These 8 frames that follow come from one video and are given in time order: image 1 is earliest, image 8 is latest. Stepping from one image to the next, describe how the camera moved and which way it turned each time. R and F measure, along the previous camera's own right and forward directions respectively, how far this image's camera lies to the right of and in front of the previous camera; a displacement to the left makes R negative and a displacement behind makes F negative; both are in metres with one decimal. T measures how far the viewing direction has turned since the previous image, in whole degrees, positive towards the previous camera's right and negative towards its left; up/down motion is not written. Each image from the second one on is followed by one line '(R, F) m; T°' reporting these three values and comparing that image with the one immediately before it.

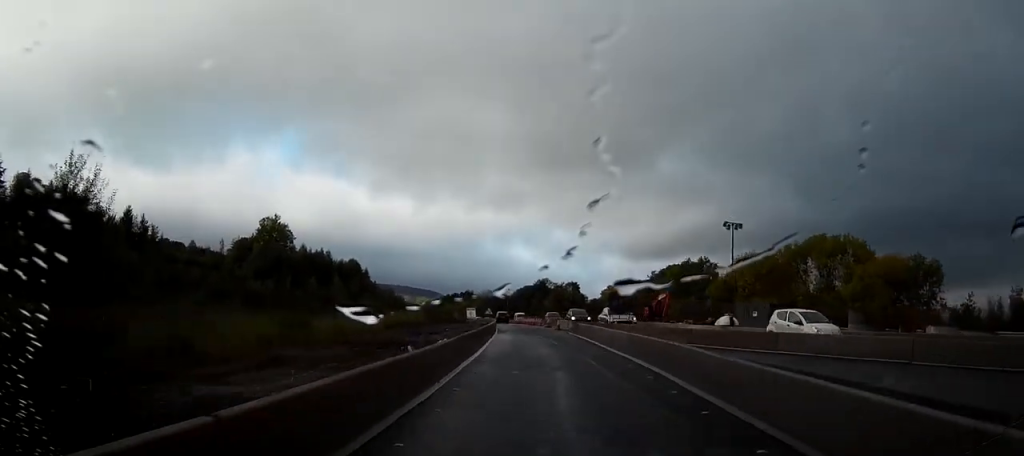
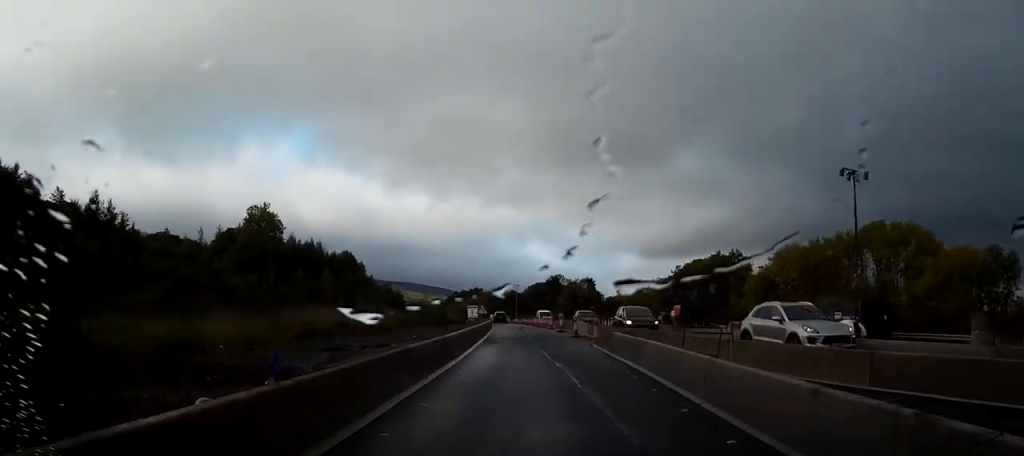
(-0.2, +16.5) m; -2°
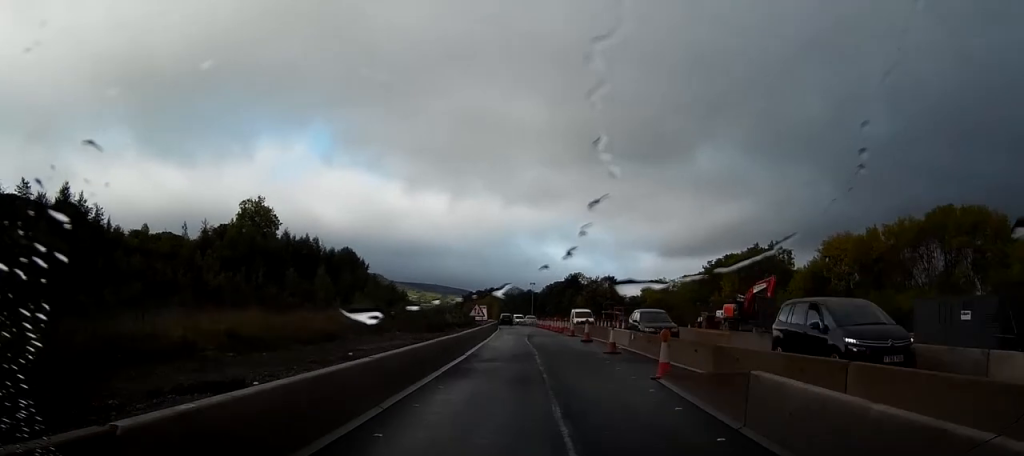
(-0.1, +14.3) m; -3°
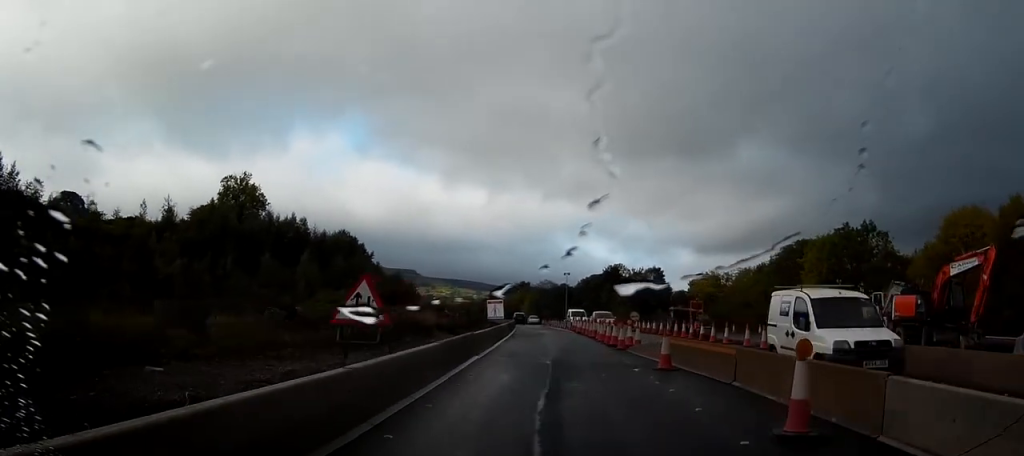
(-0.8, +26.7) m; -2°
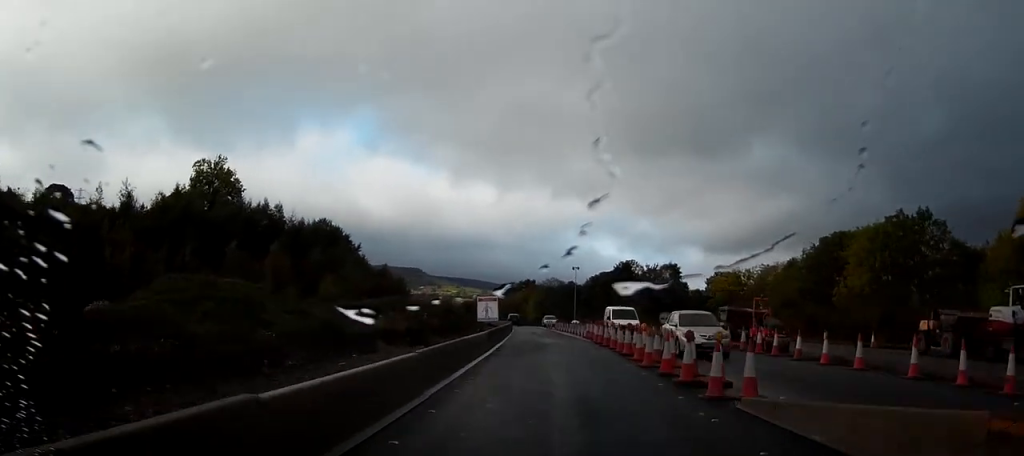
(0.0, +14.7) m; -1°
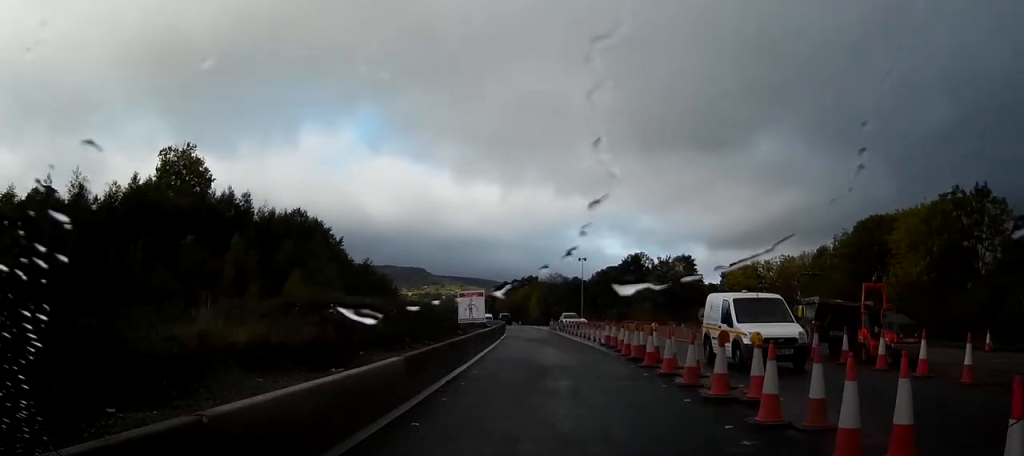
(-0.2, +13.0) m; -1°
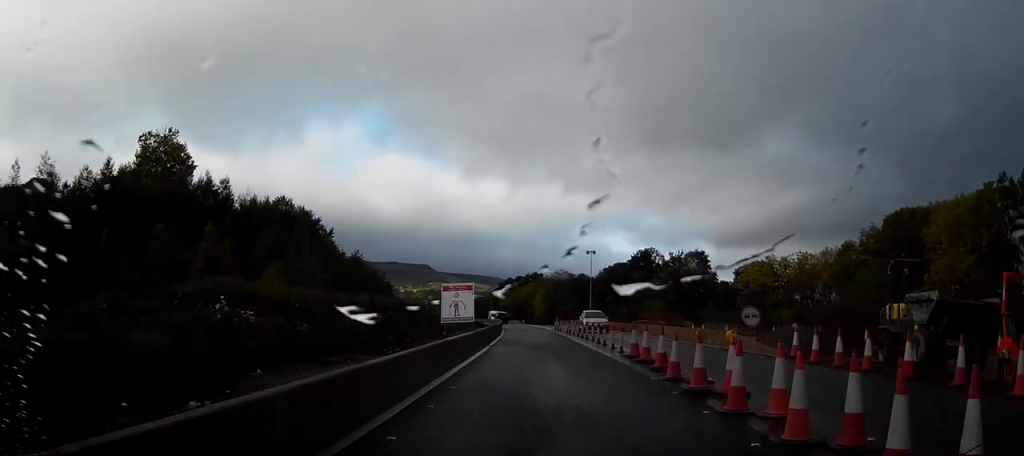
(-0.1, +8.3) m; 0°
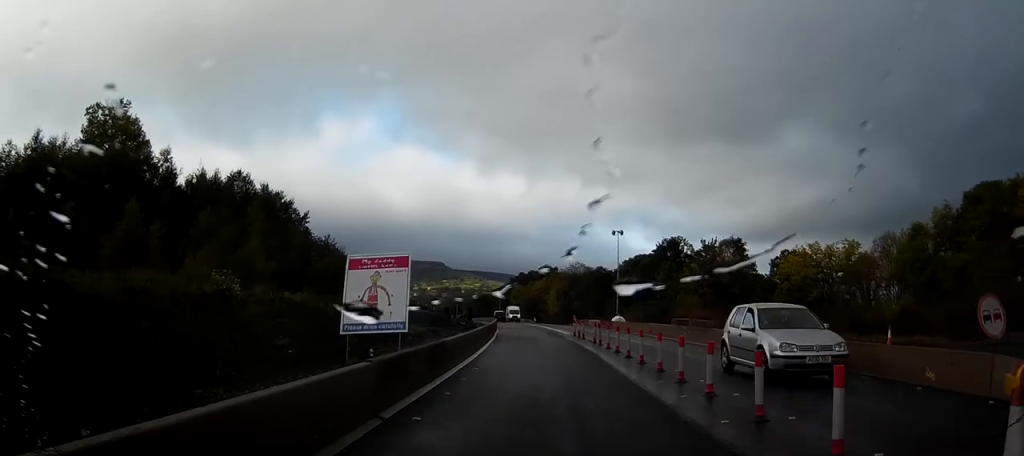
(+0.1, +18.1) m; -1°
